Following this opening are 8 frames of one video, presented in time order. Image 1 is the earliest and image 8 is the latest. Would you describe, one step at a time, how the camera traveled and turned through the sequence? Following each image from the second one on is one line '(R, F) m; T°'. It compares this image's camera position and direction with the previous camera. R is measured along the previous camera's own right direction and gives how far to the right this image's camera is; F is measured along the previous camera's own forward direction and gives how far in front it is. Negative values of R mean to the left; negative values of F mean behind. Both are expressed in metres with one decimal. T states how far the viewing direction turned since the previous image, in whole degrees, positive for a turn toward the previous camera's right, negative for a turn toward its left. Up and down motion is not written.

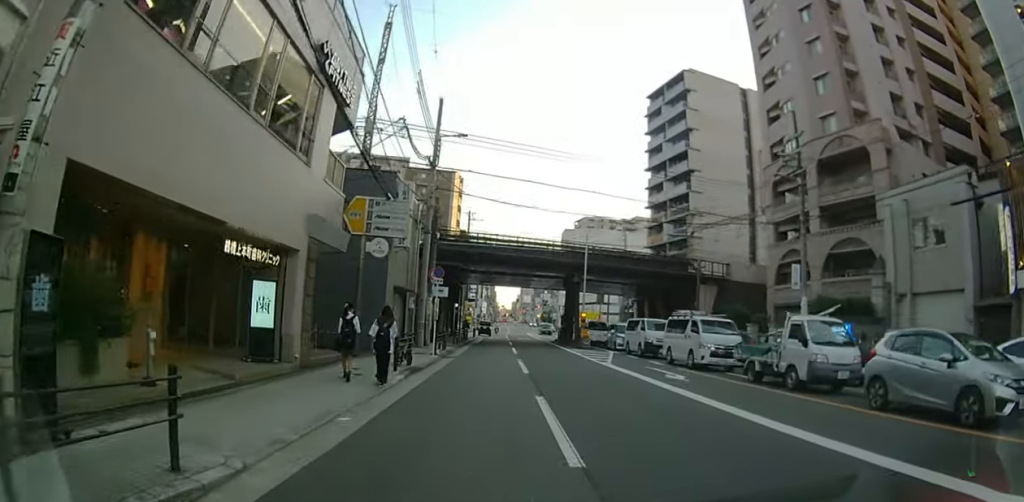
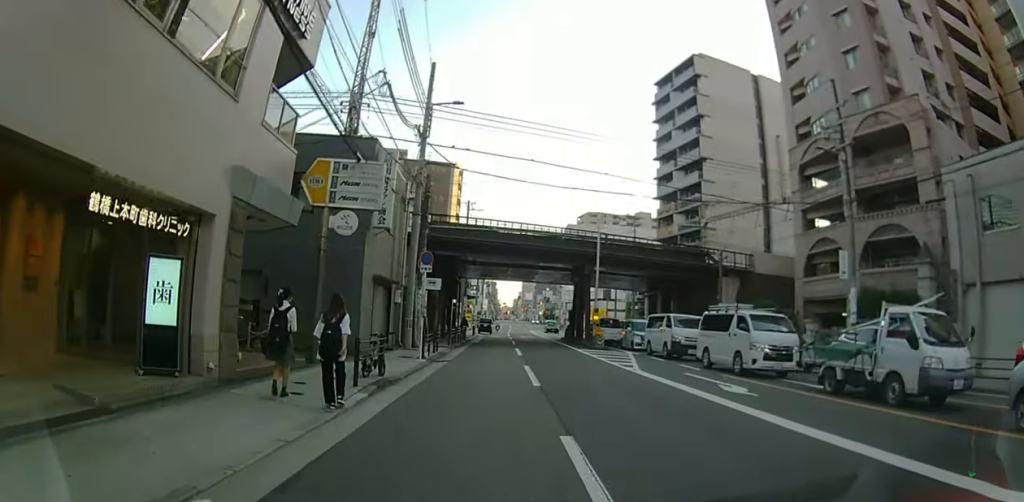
(0.0, +3.6) m; 0°
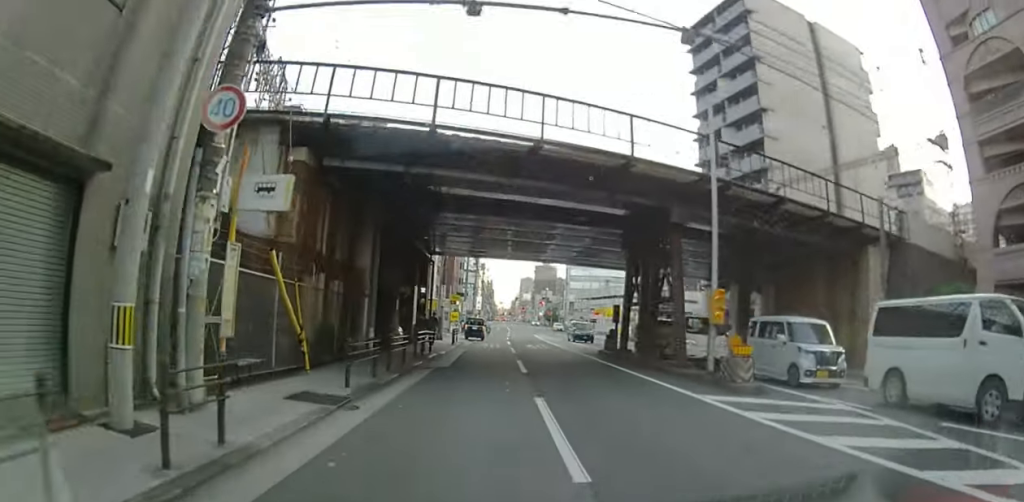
(+0.1, +16.7) m; 0°
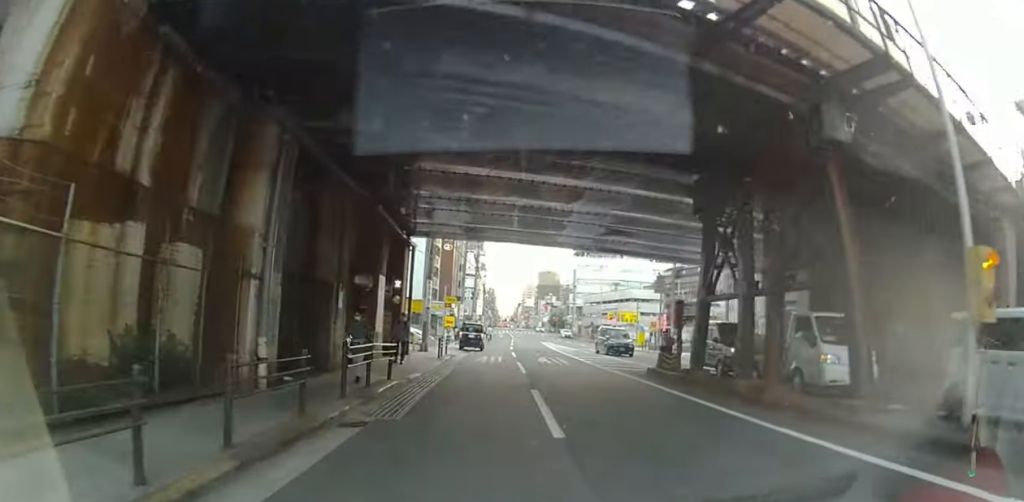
(0.0, +8.0) m; 0°
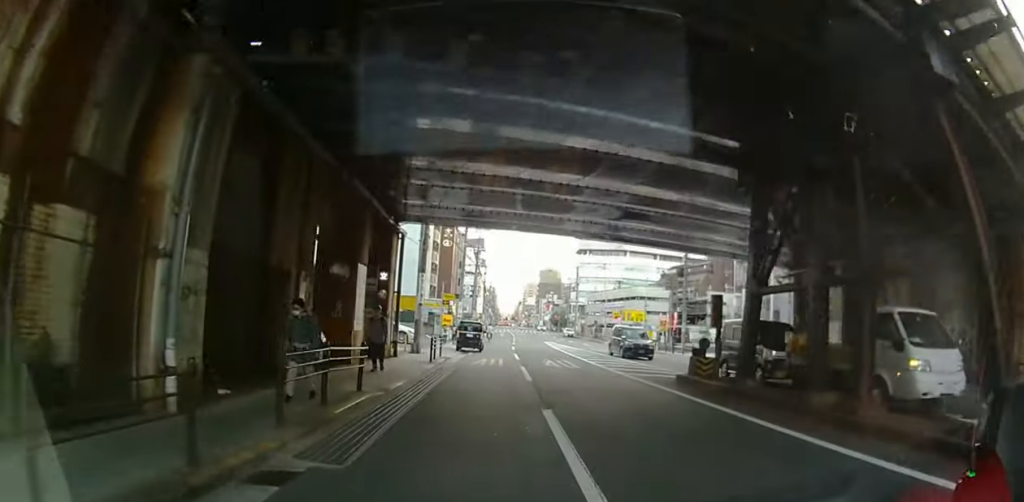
(0.0, +2.7) m; 0°
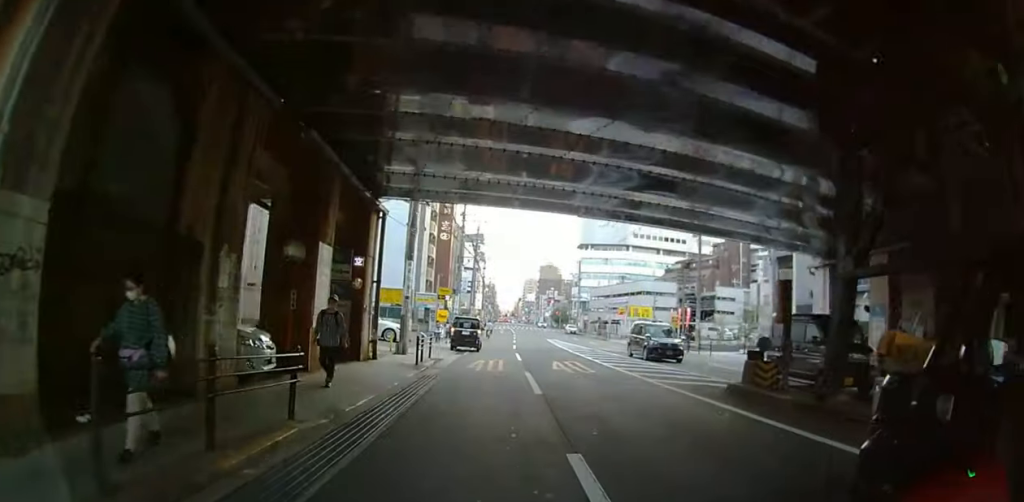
(0.0, +3.2) m; 0°
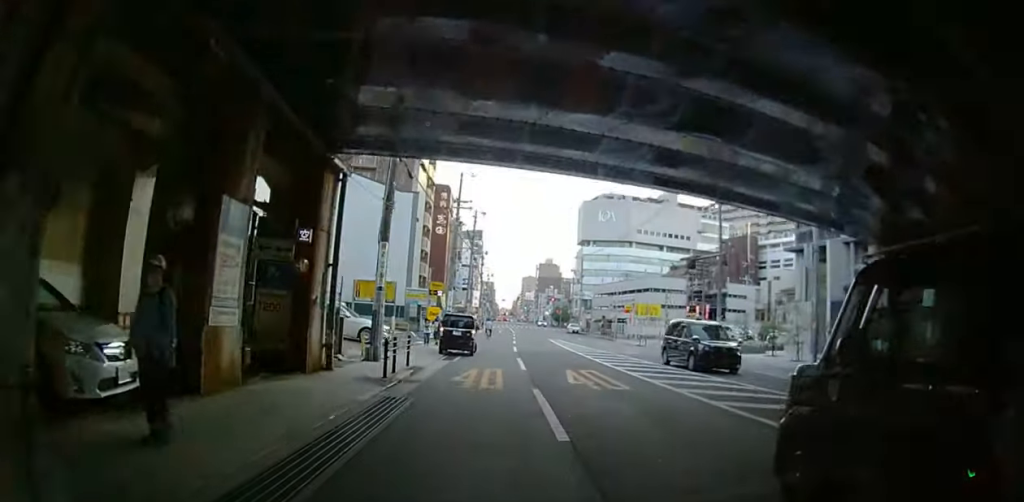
(0.0, +3.9) m; 0°
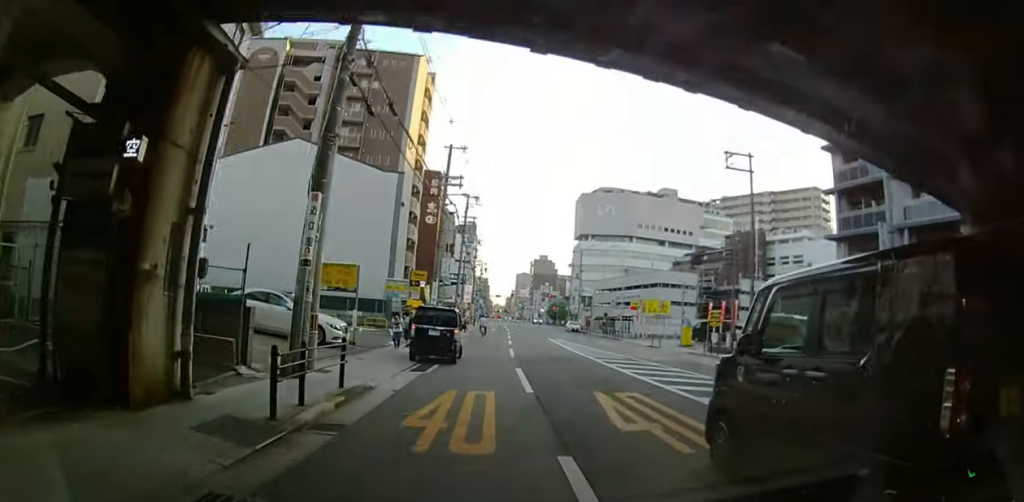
(0.0, +5.0) m; 0°
